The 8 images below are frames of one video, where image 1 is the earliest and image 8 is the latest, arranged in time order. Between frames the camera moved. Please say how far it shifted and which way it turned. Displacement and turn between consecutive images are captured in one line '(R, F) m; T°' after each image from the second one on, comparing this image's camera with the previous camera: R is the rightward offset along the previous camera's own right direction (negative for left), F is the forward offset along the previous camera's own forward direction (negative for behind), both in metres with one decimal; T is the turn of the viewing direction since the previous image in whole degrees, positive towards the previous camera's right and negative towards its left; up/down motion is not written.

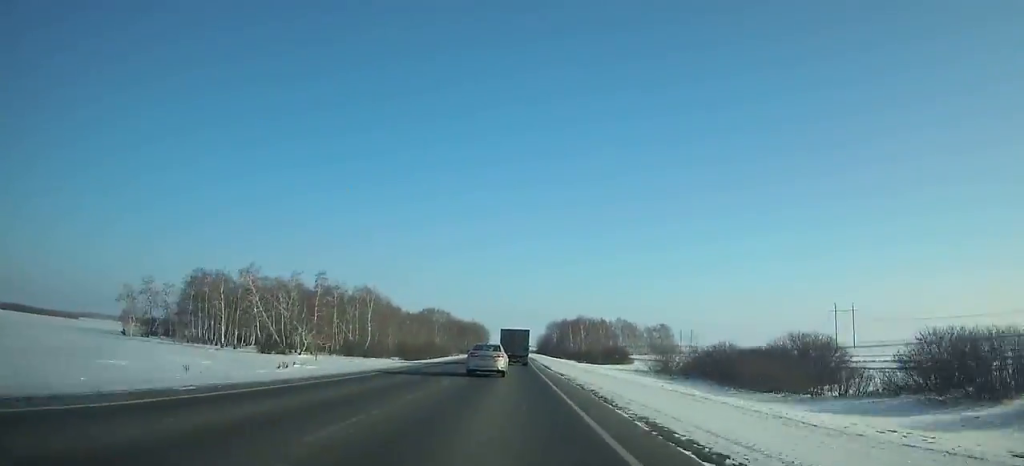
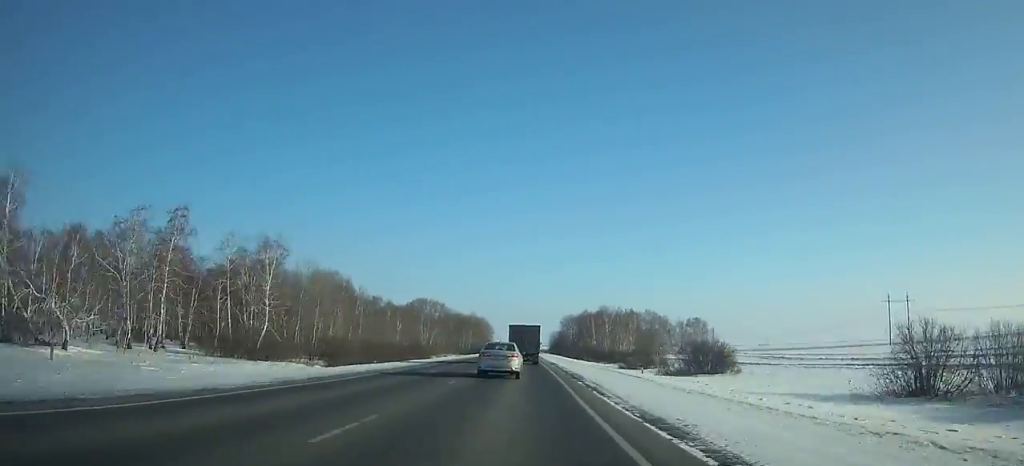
(-0.2, +46.2) m; 0°
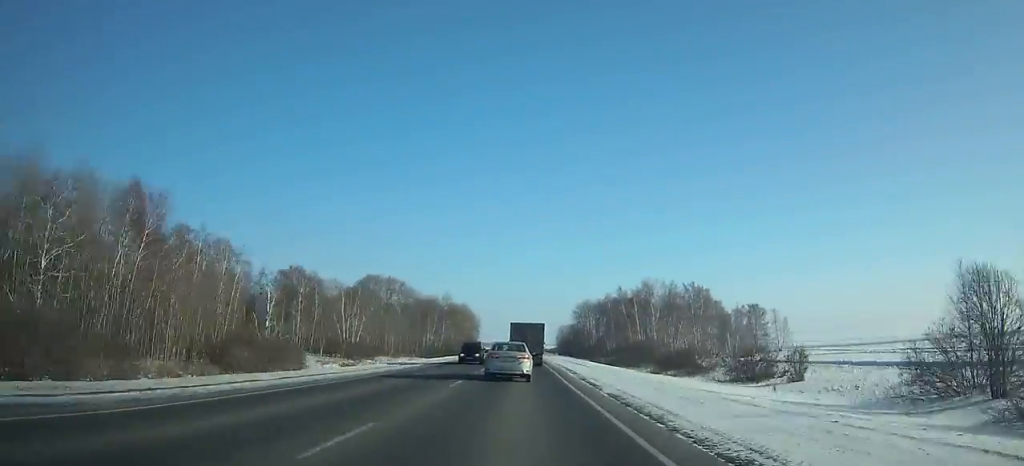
(-0.3, +74.0) m; 0°
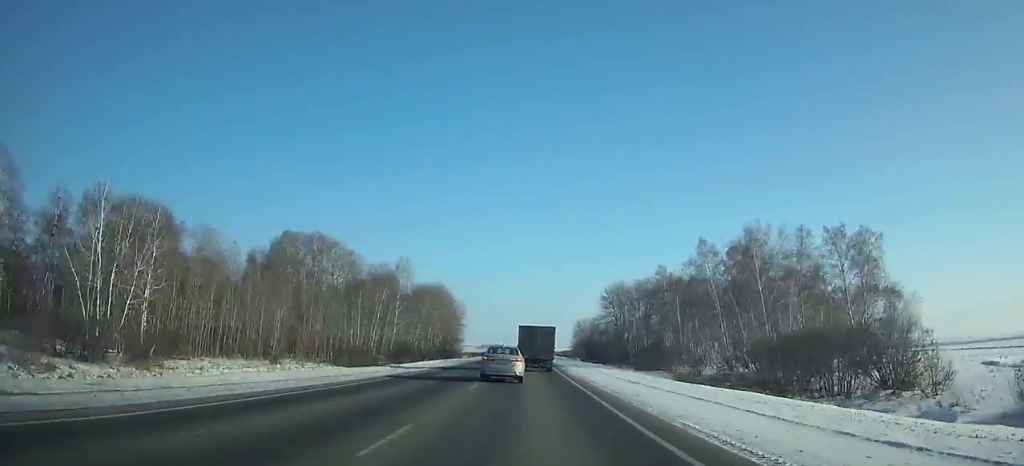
(-0.1, +63.6) m; 0°
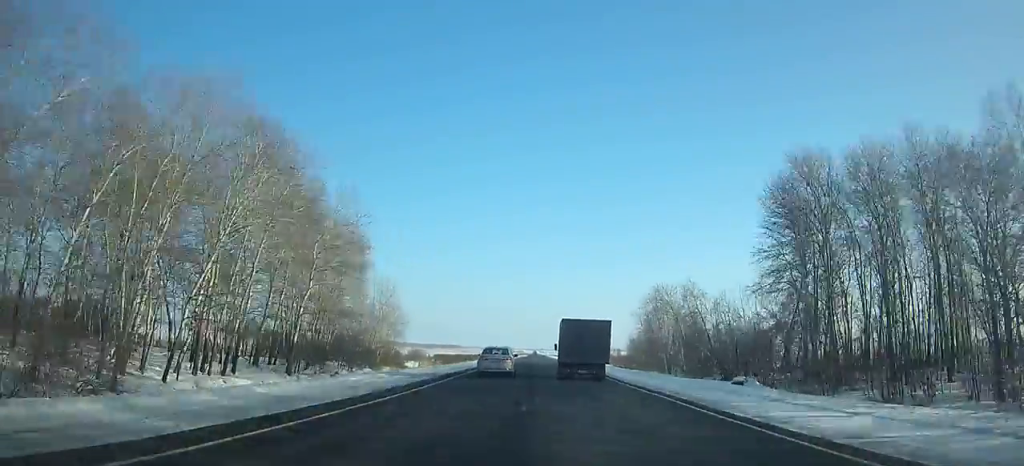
(-0.3, +91.2) m; 0°
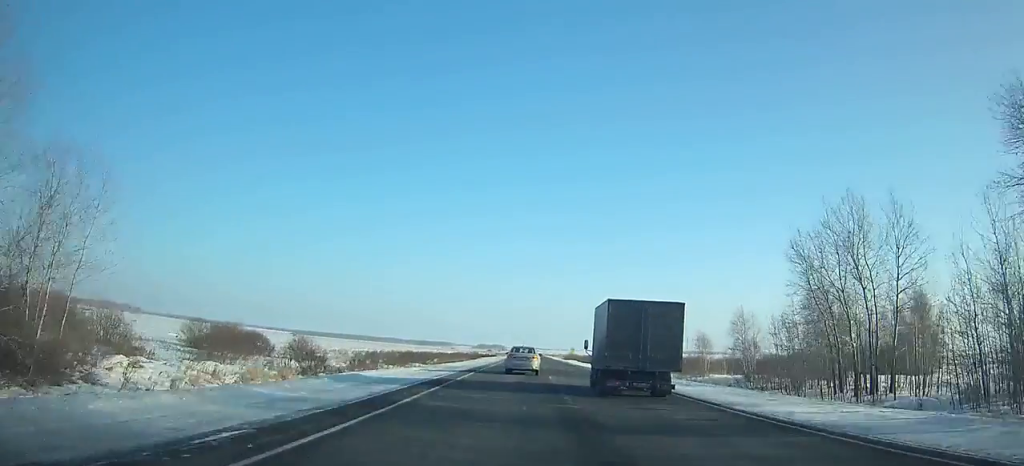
(0.0, +59.0) m; 0°
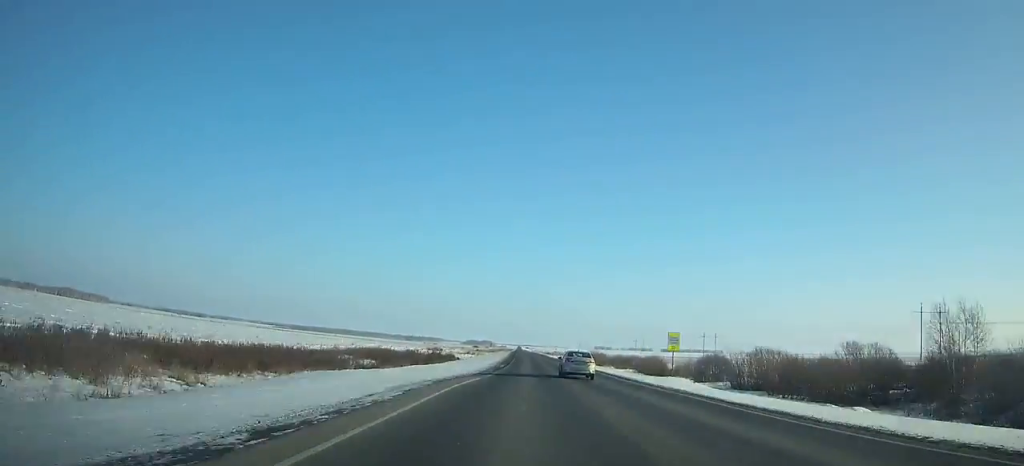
(+0.9, +100.1) m; +1°
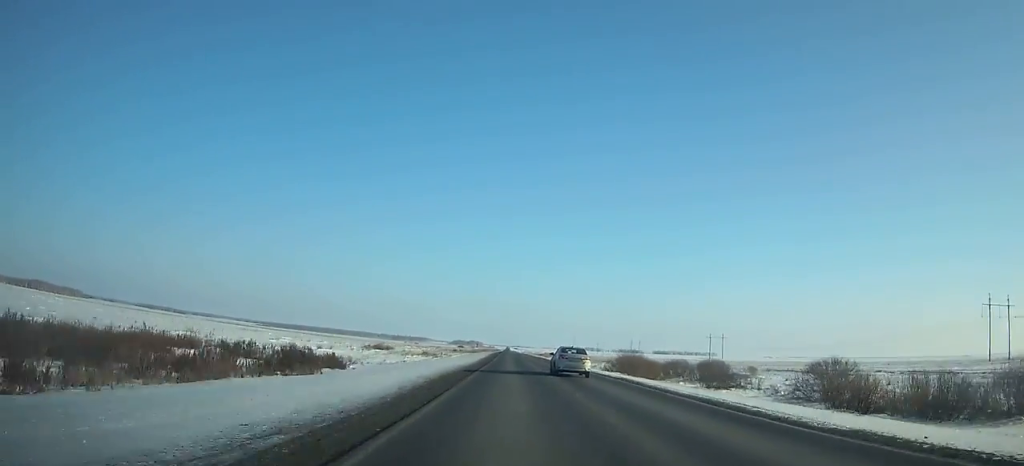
(+0.5, +57.2) m; +1°
